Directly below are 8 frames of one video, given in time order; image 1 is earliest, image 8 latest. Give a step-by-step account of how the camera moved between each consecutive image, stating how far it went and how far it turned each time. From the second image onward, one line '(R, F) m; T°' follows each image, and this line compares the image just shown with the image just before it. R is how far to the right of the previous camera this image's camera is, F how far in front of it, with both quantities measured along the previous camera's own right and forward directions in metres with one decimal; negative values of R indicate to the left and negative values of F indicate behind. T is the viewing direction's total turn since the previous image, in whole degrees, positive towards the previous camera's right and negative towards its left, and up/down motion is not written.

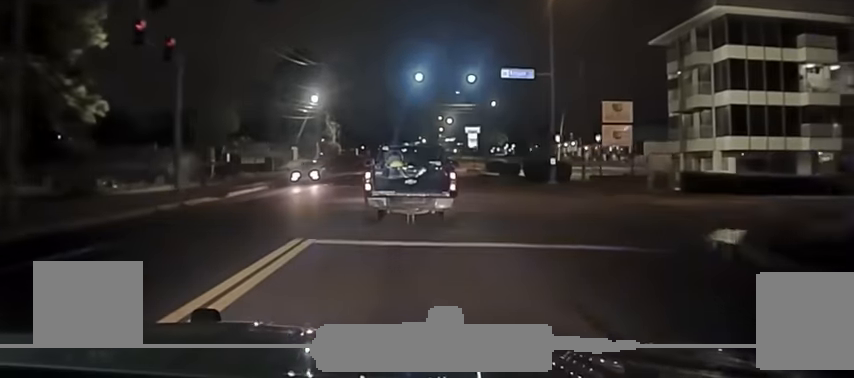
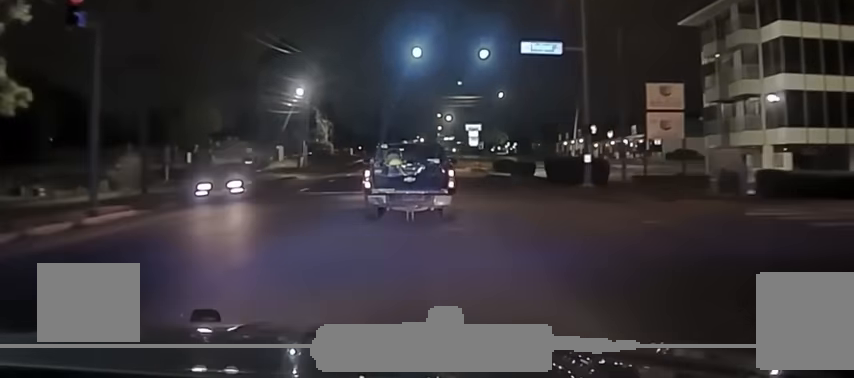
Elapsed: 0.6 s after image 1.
(0.0, +8.7) m; -1°
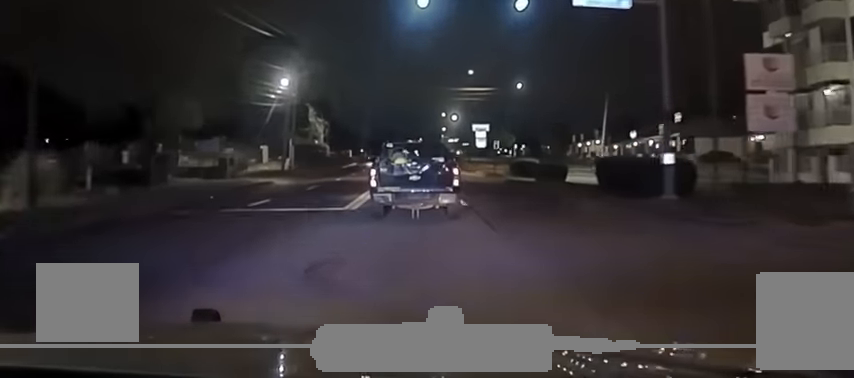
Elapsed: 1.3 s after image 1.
(-0.2, +10.7) m; -1°
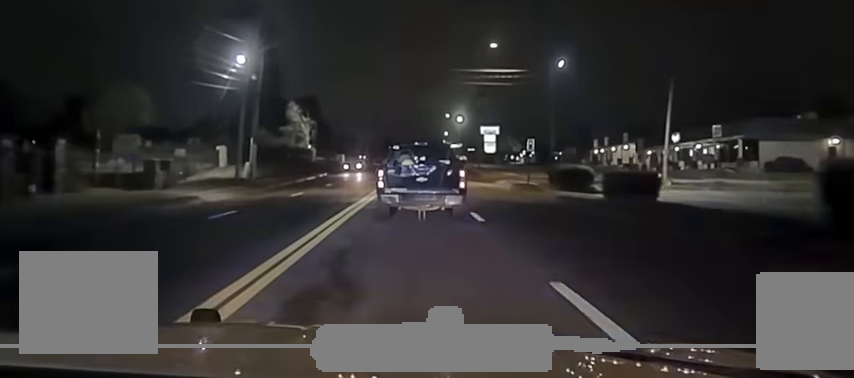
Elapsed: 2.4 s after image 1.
(-0.1, +16.6) m; 0°
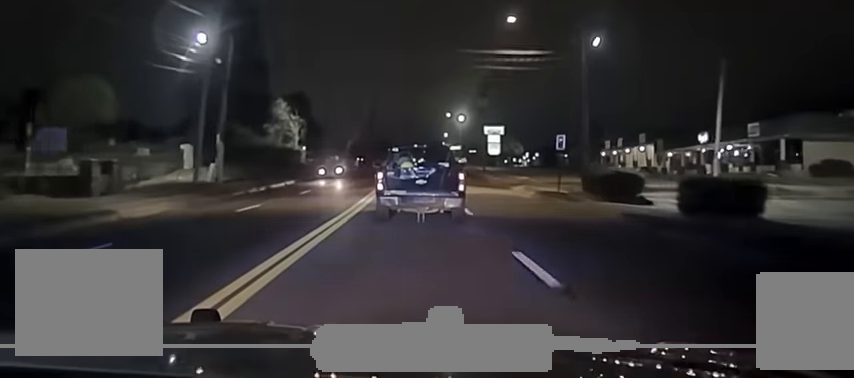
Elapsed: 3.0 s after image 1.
(+0.2, +8.7) m; 0°
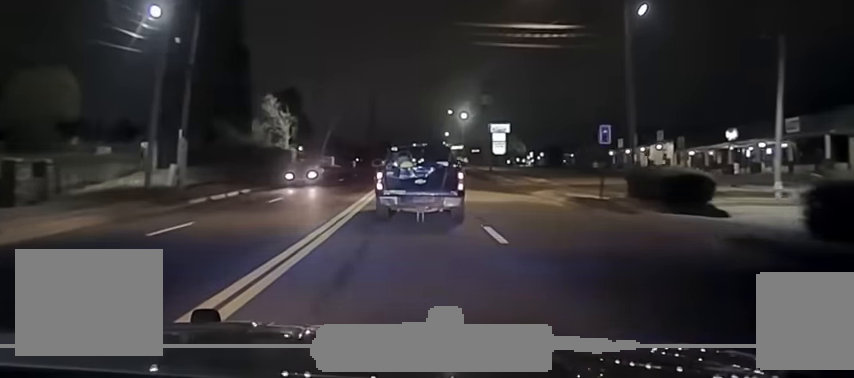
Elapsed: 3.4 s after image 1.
(-0.3, +7.5) m; 0°
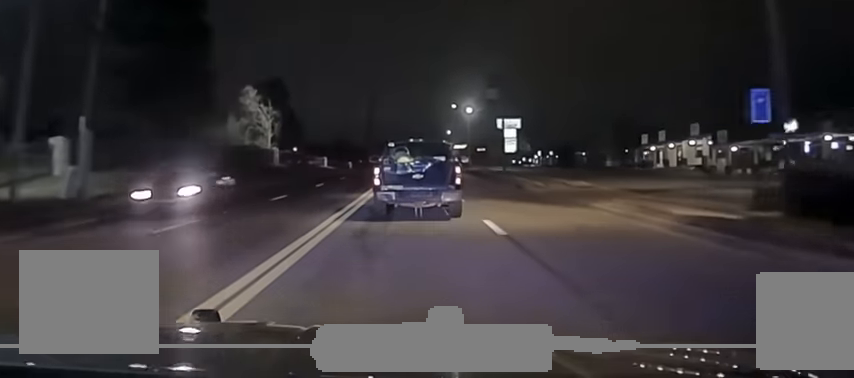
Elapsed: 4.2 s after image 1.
(-0.1, +11.3) m; +1°
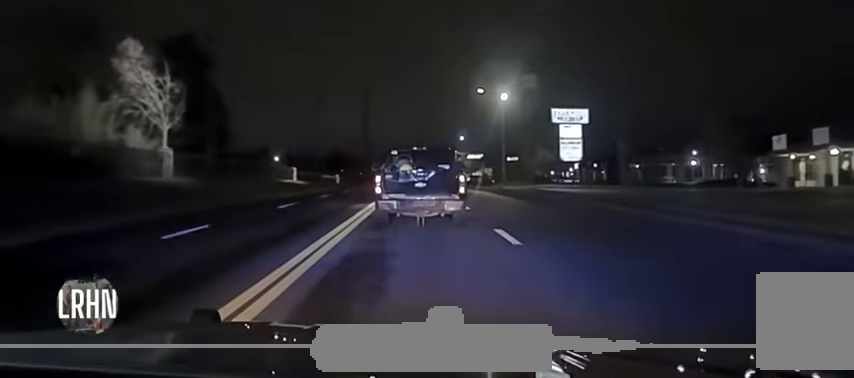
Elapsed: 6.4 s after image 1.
(+0.3, +36.4) m; 0°
